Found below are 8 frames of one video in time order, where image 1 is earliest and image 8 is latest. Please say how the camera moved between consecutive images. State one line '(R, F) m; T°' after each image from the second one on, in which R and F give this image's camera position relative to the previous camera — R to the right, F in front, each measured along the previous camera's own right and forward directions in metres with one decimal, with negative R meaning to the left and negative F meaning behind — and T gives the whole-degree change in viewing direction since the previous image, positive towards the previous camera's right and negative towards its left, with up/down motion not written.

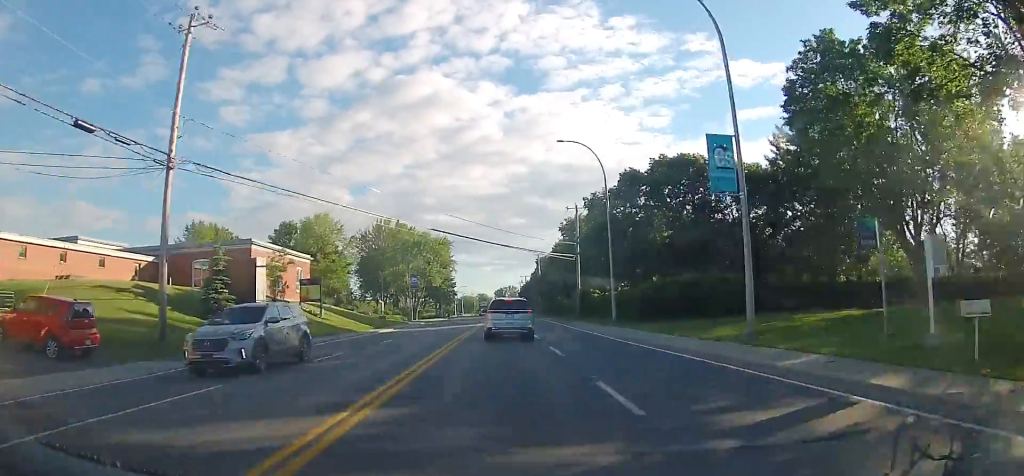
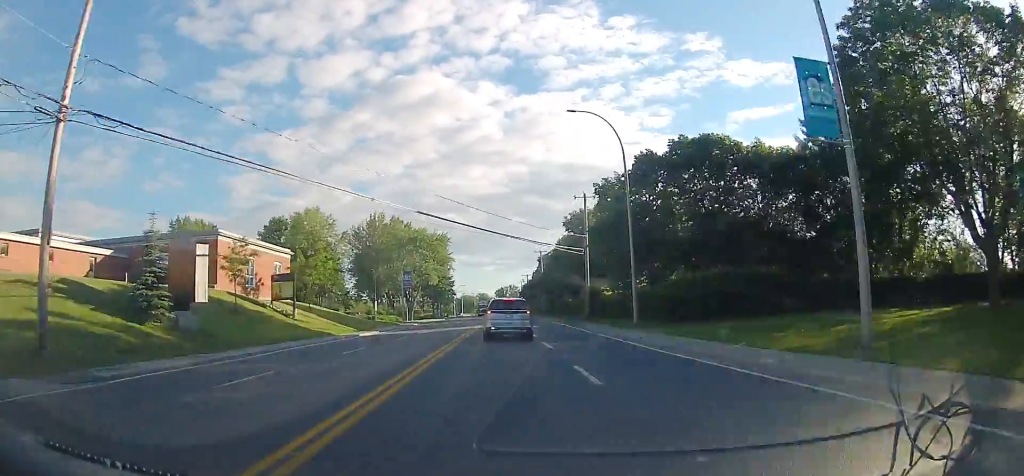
(0.0, +6.1) m; 0°
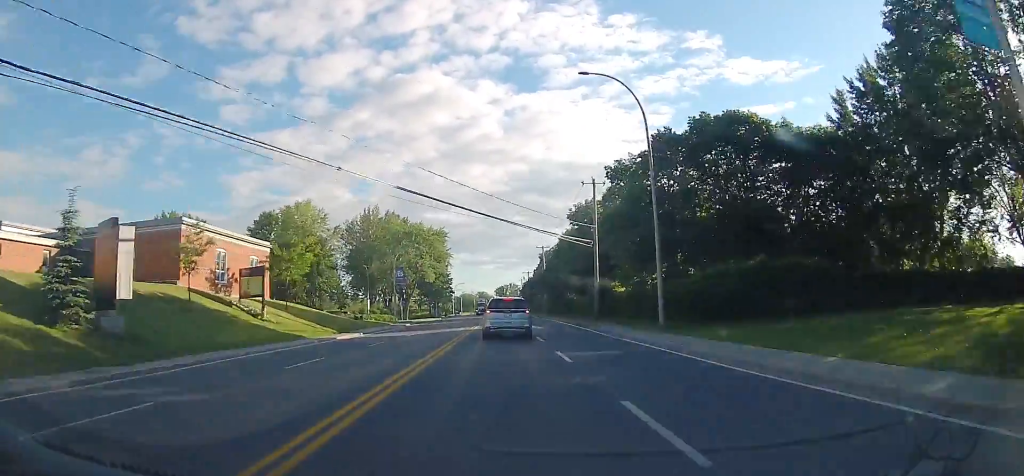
(0.0, +5.3) m; 0°
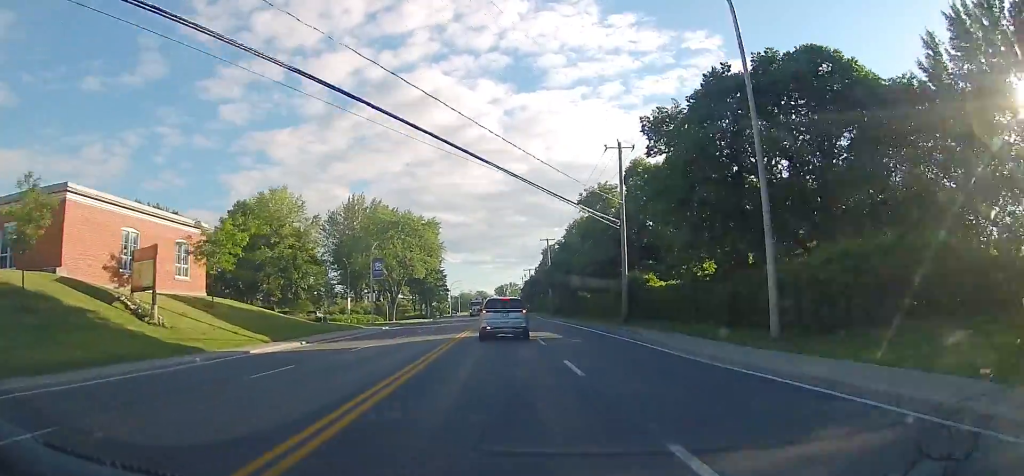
(0.0, +11.8) m; +1°
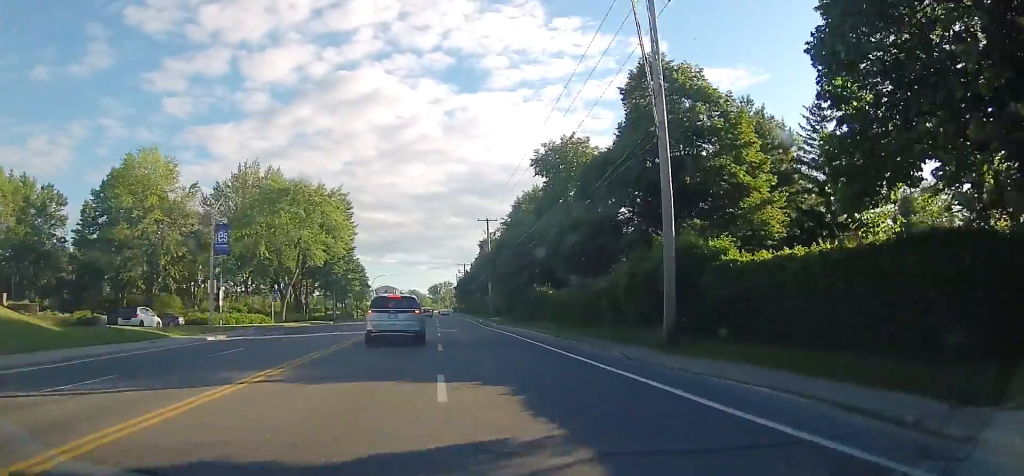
(+1.0, +21.6) m; +3°
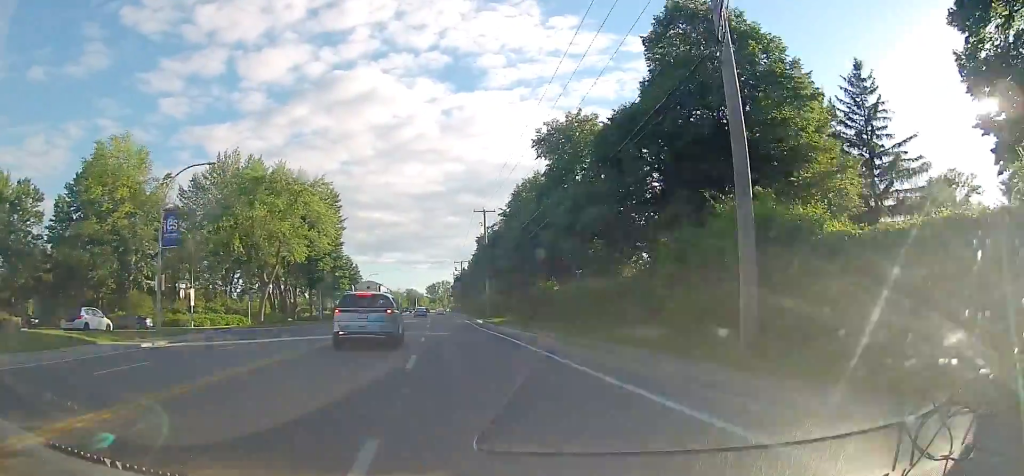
(-0.2, +5.7) m; -1°
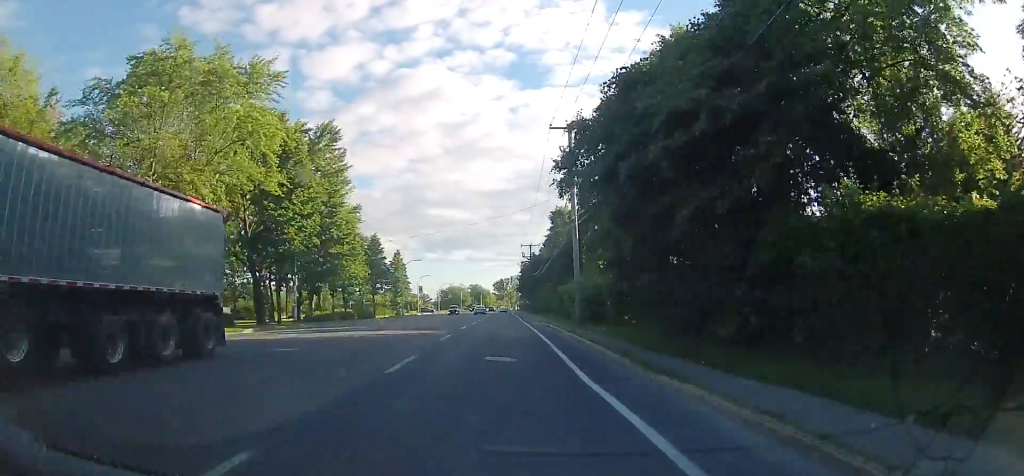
(-0.4, +28.9) m; -2°
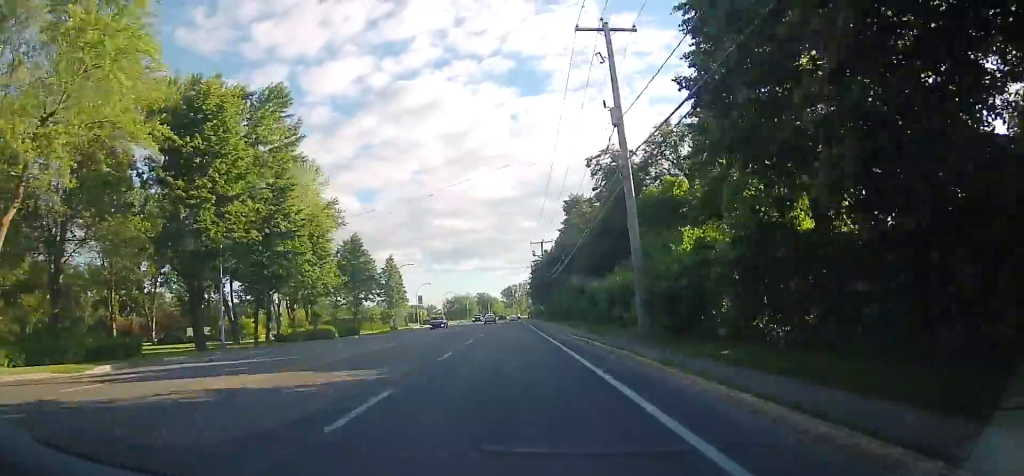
(-0.2, +13.6) m; -1°
